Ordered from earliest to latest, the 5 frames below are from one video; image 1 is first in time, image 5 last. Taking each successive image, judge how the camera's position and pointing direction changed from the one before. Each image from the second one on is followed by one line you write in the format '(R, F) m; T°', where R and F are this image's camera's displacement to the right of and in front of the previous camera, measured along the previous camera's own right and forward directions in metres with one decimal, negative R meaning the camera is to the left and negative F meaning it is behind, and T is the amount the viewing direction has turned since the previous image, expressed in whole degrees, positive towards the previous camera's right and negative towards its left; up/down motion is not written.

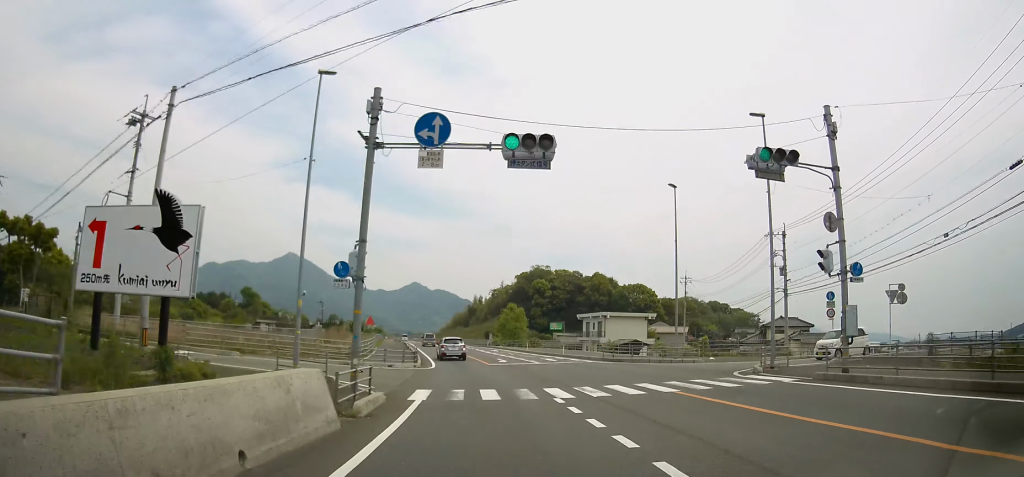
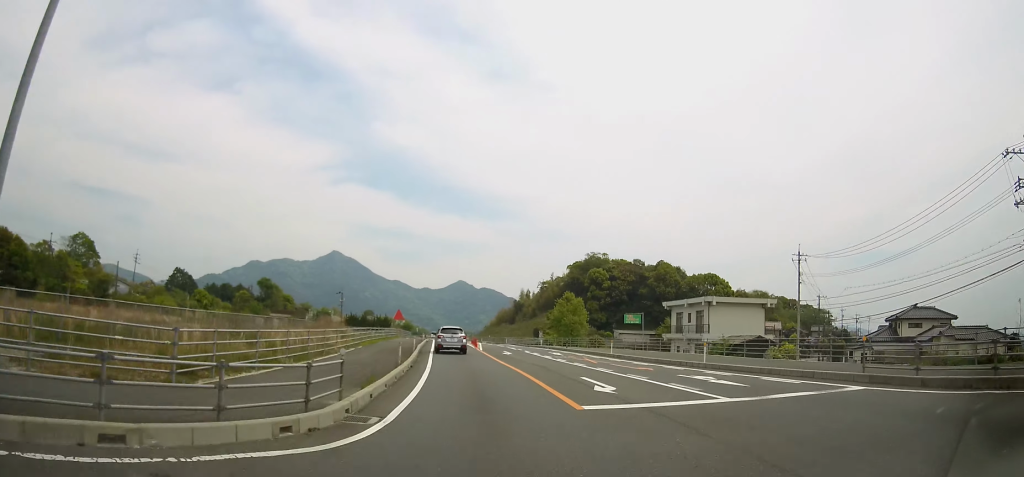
(-1.0, +24.5) m; -4°
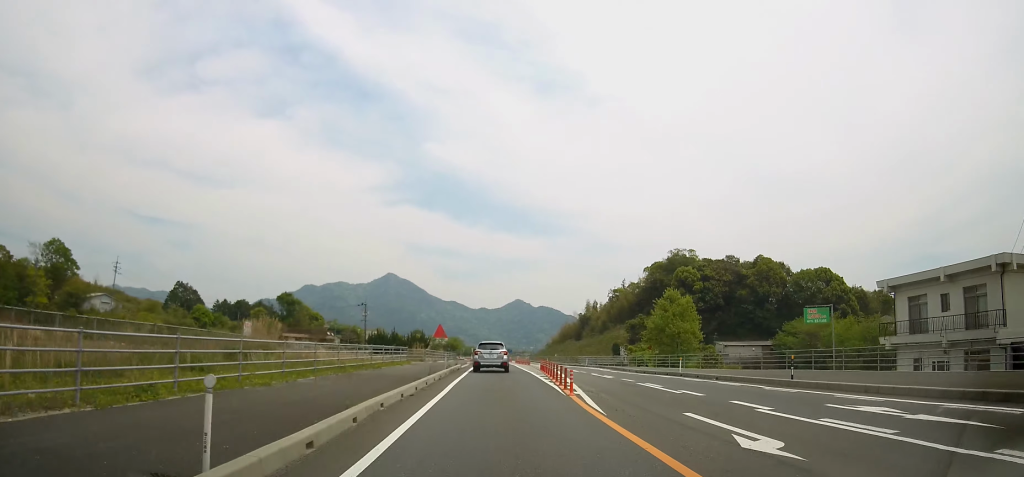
(-1.6, +31.2) m; -6°
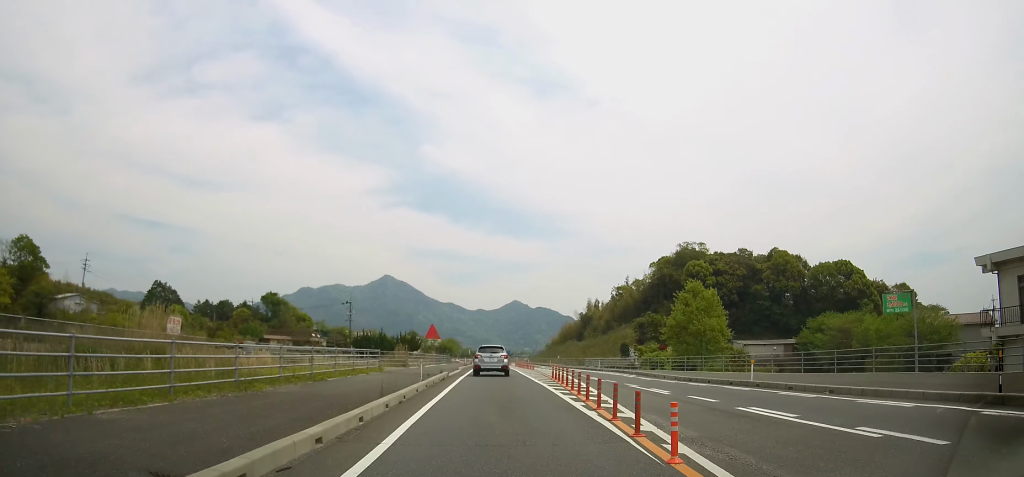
(-0.2, +9.5) m; -1°
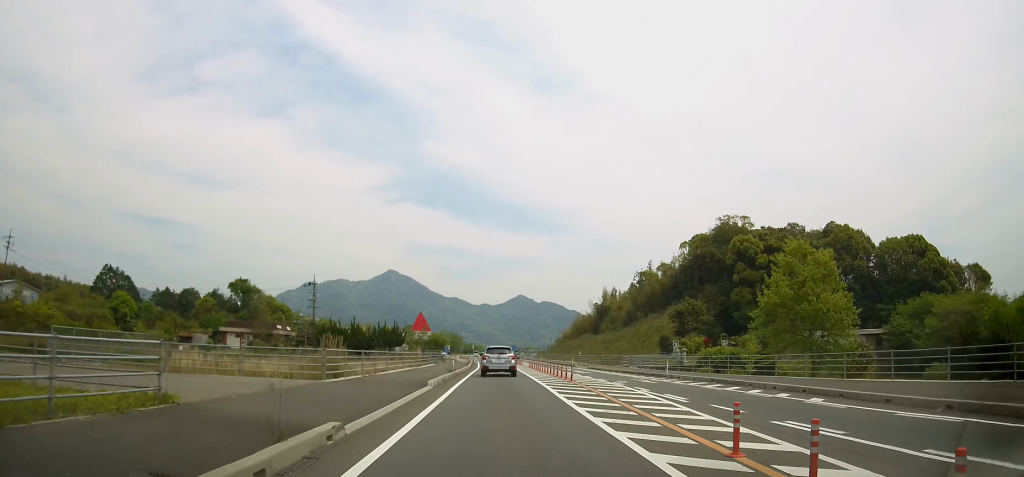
(0.0, +22.1) m; 0°
